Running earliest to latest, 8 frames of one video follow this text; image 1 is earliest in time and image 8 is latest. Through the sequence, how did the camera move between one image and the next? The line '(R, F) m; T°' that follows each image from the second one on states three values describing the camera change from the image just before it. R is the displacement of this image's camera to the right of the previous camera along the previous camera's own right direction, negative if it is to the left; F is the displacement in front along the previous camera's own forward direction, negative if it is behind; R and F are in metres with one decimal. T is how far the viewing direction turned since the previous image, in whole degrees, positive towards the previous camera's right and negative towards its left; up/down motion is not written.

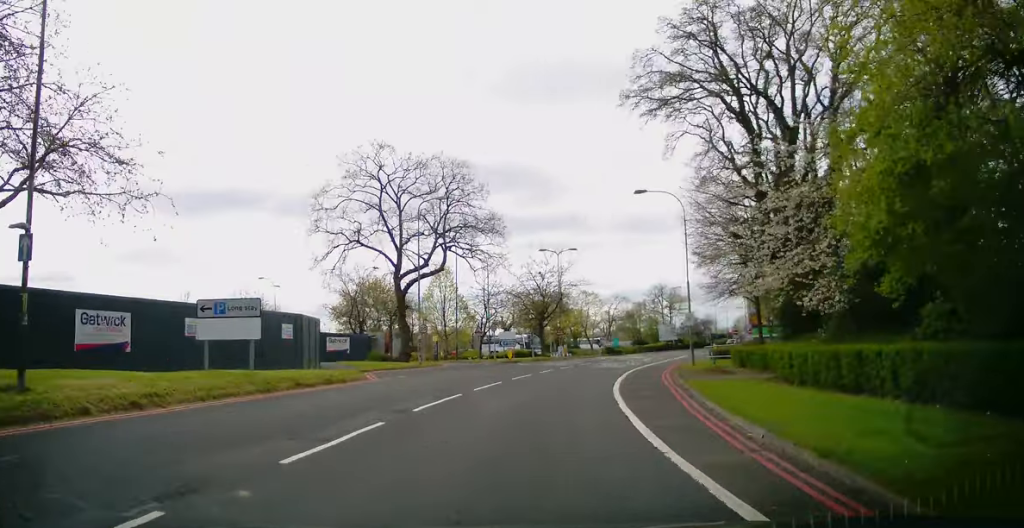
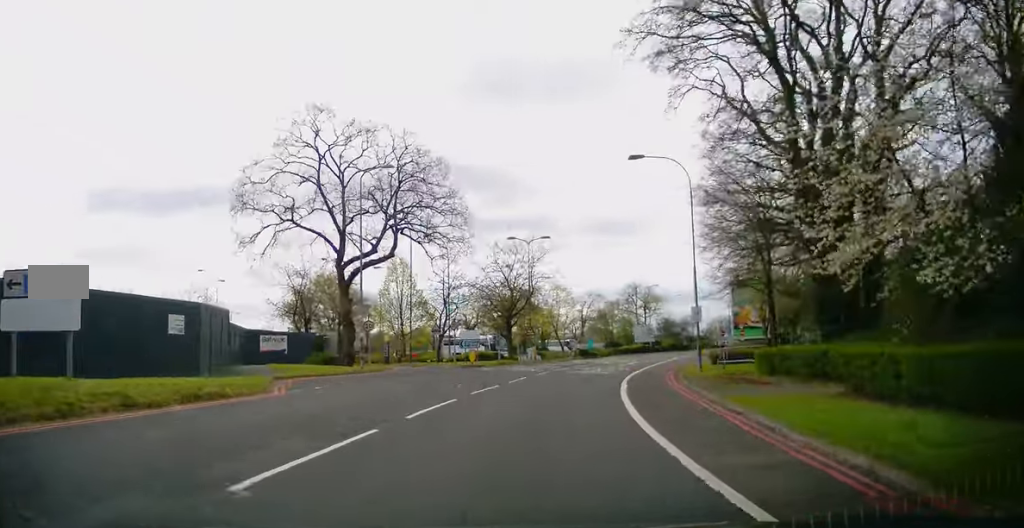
(-0.2, +6.7) m; +3°
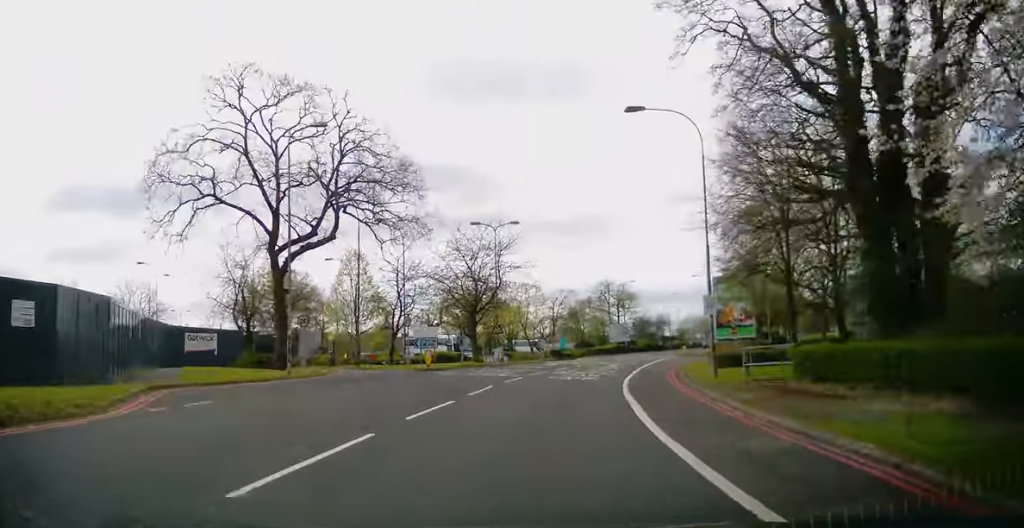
(+0.4, +5.9) m; +4°
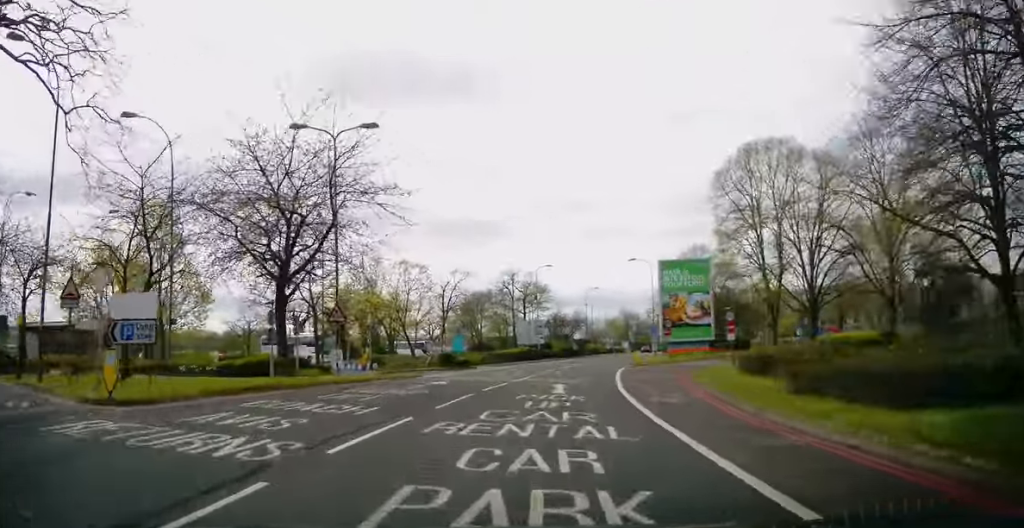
(+2.5, +20.0) m; +12°
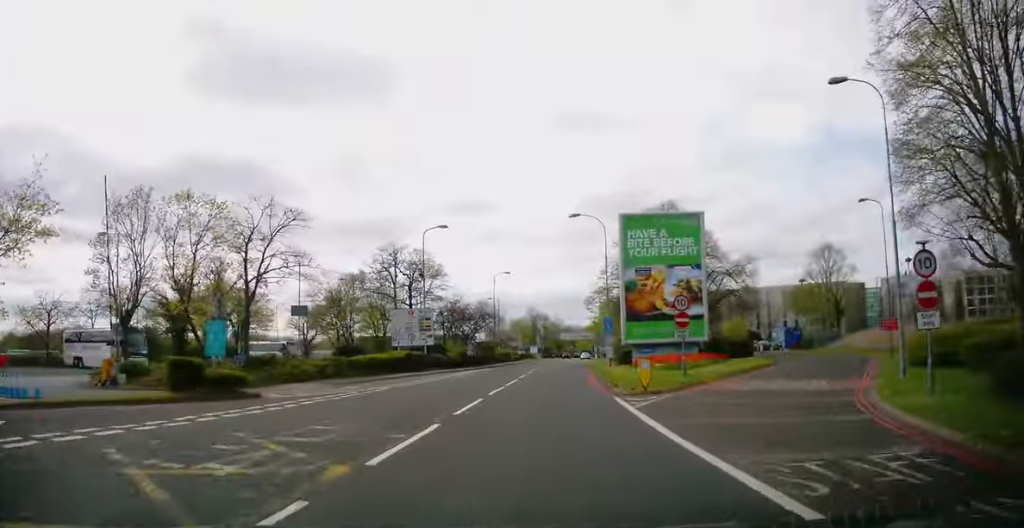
(+1.9, +23.7) m; +9°
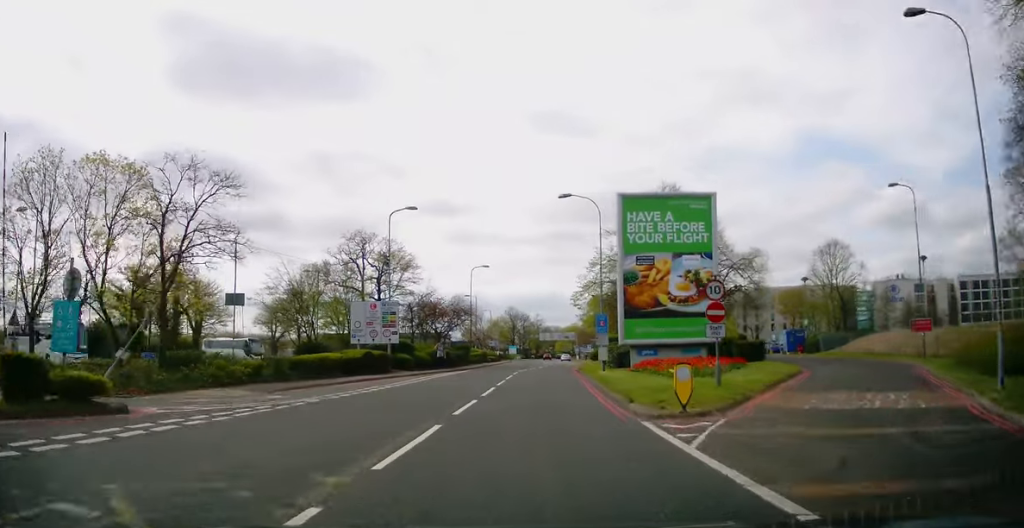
(0.0, +5.9) m; +2°
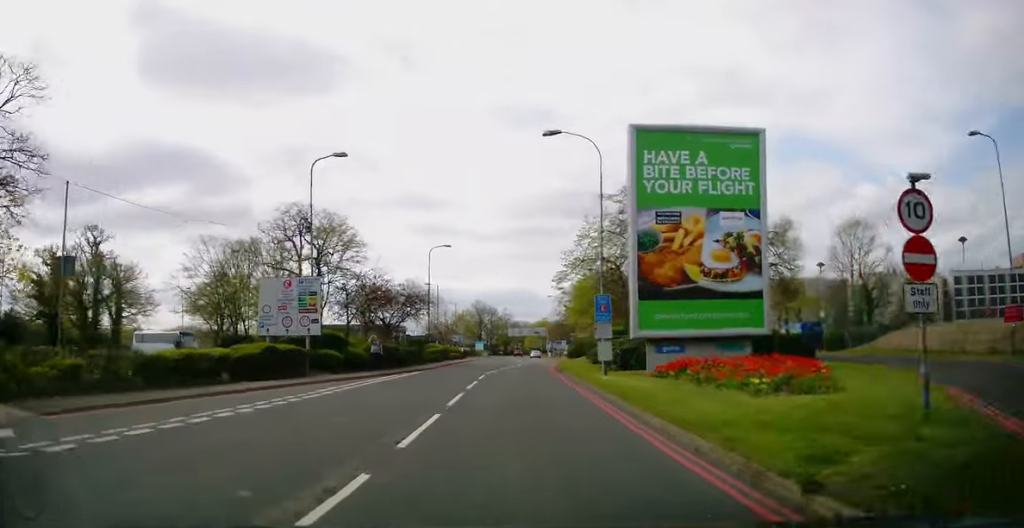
(+0.5, +10.4) m; +2°
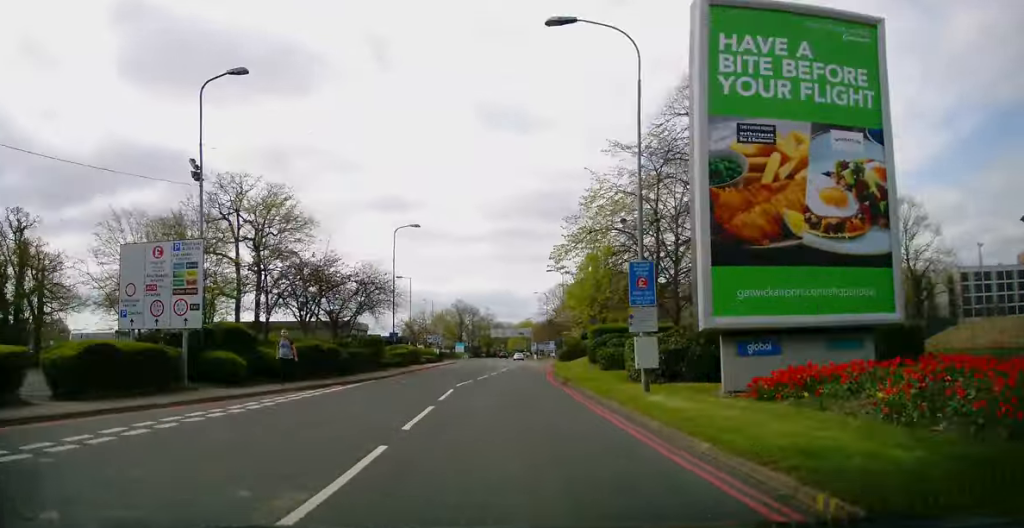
(0.0, +10.0) m; +1°
